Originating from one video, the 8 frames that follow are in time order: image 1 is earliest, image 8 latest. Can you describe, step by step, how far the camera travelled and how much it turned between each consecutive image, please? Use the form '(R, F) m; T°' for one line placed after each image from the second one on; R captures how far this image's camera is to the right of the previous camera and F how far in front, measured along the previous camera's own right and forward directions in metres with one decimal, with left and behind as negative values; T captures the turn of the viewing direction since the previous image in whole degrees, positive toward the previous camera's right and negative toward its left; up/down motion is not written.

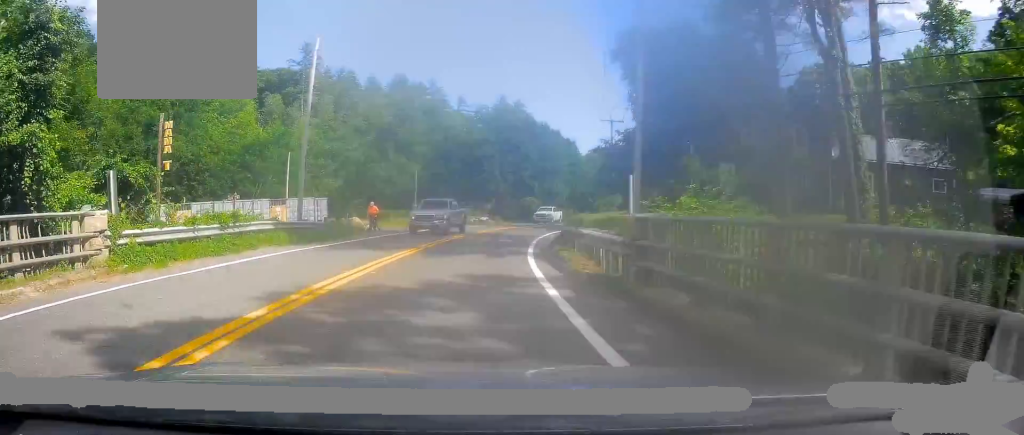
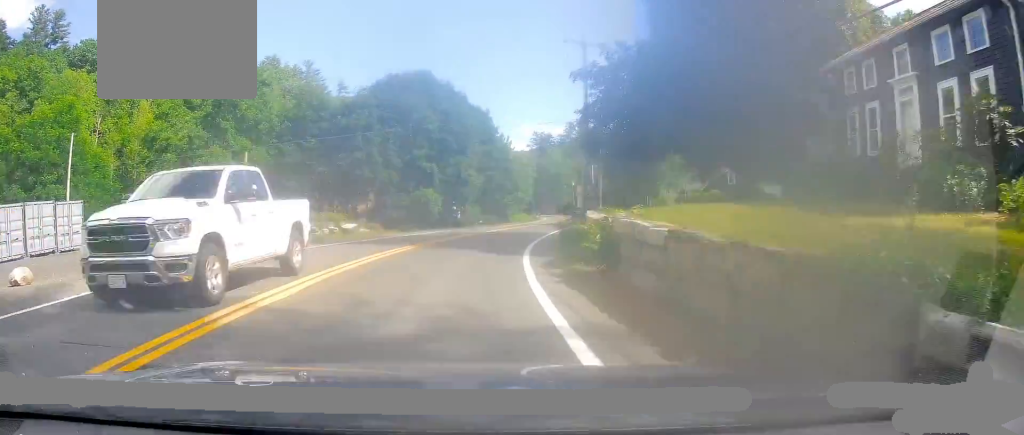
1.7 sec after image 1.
(+3.9, +27.7) m; +13°
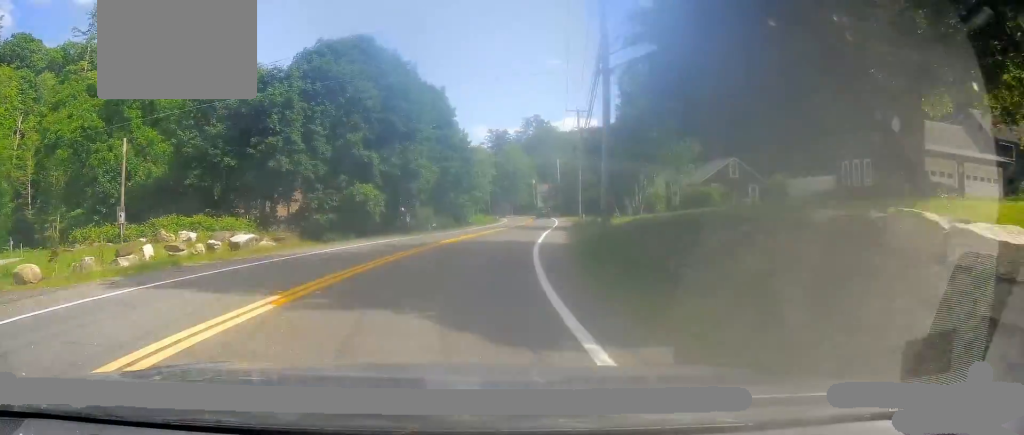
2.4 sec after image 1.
(+0.3, +11.6) m; +4°
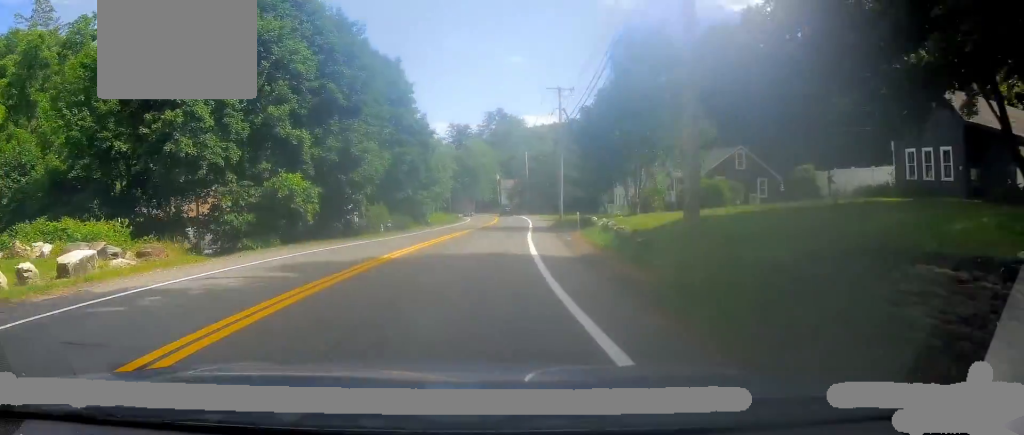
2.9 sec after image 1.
(+0.1, +9.1) m; +4°
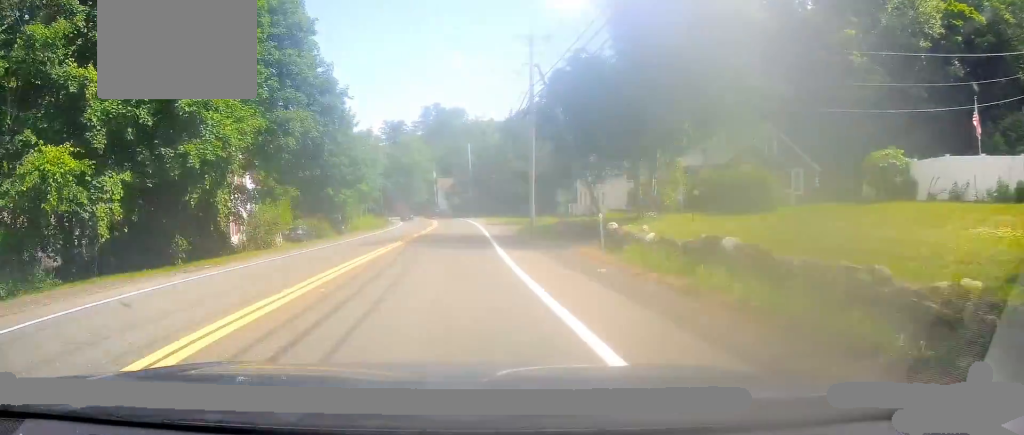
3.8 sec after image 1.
(+0.9, +14.5) m; +5°
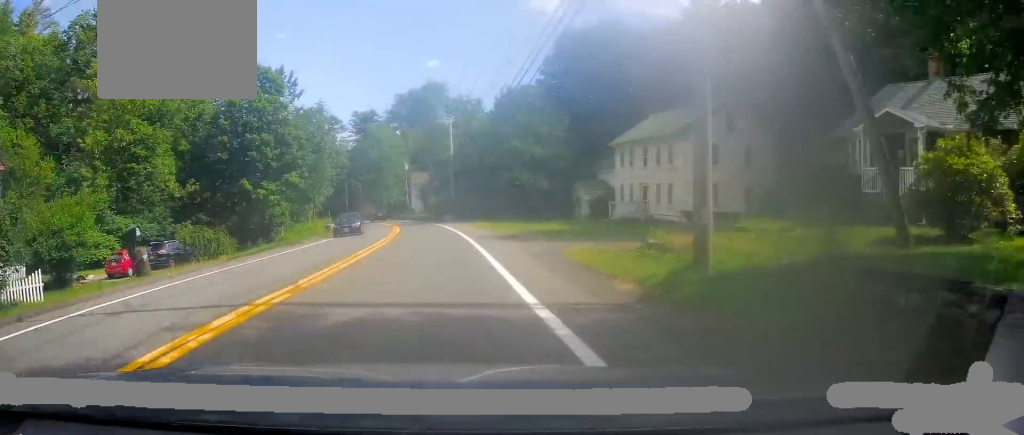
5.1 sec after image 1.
(+1.2, +23.2) m; +4°
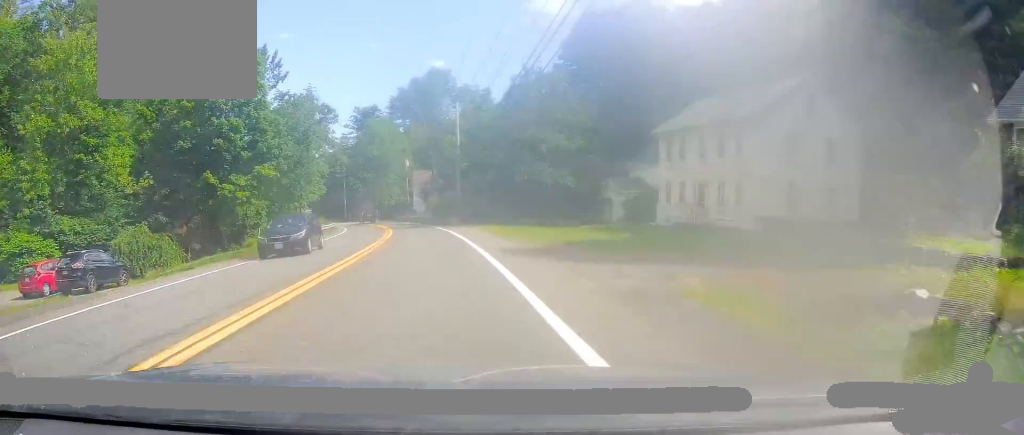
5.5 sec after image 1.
(0.0, +7.8) m; 0°
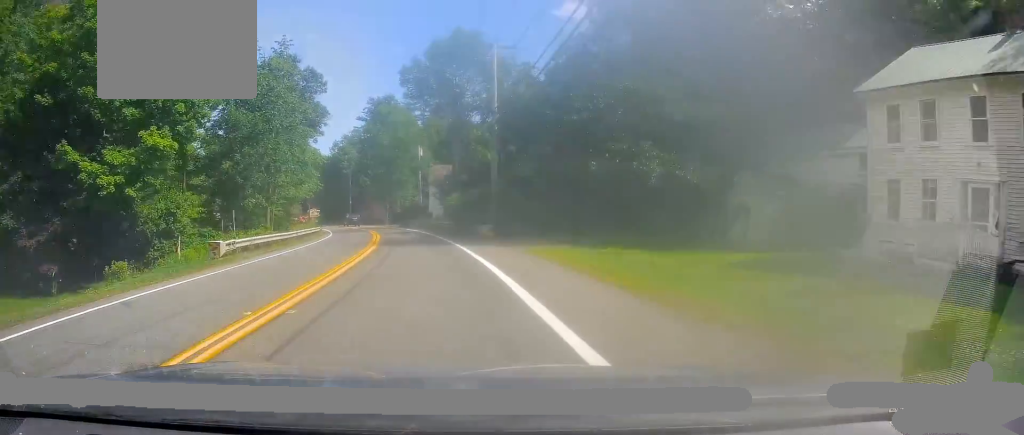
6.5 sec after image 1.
(0.0, +18.8) m; 0°
